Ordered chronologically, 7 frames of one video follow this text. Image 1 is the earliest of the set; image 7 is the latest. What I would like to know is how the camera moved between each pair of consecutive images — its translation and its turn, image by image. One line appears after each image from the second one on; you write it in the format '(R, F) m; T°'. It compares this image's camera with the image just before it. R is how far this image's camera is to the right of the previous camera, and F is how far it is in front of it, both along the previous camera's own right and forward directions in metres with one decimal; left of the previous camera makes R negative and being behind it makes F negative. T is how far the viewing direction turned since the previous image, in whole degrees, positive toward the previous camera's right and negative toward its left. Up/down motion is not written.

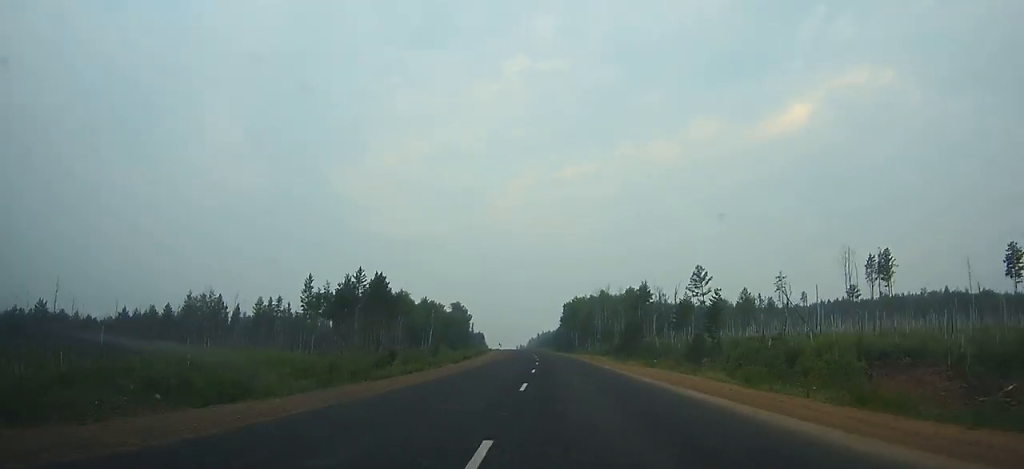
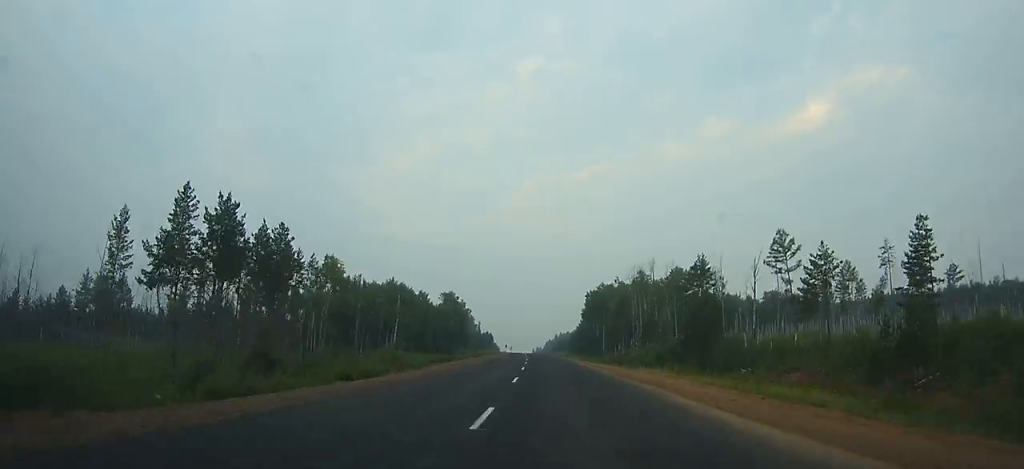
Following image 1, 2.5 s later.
(-0.9, +57.0) m; -2°
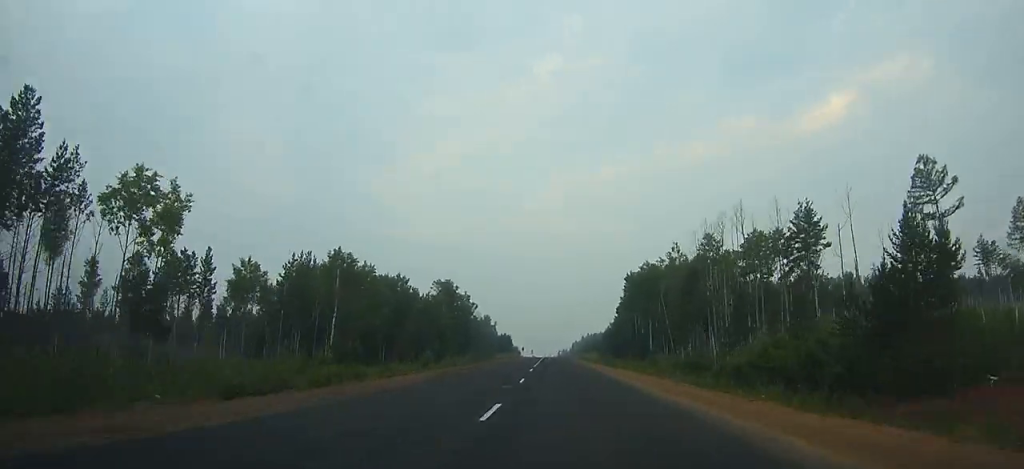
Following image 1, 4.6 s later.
(-0.6, +47.5) m; -1°
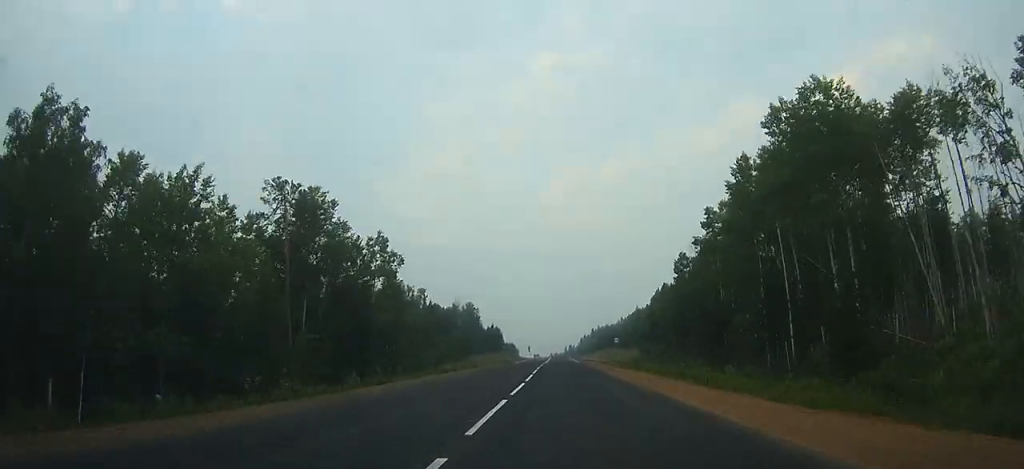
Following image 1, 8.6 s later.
(-1.5, +89.0) m; -1°
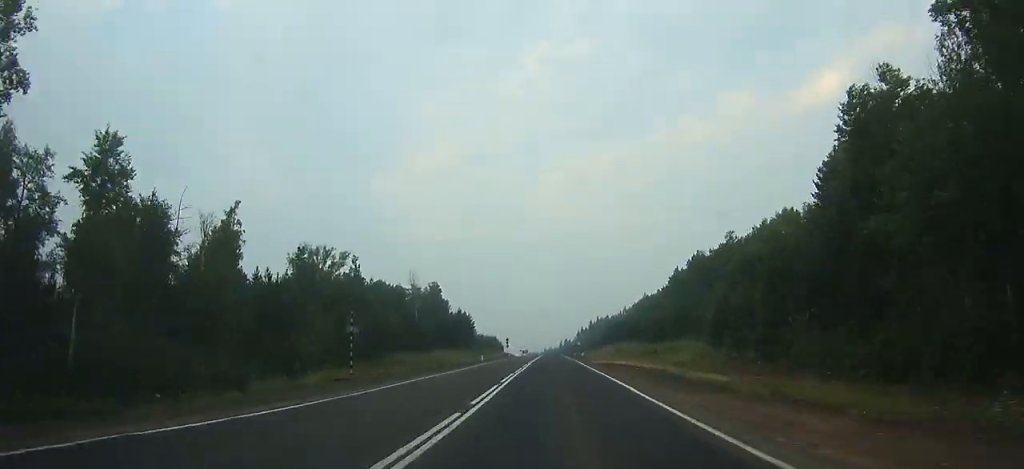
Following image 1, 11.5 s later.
(+0.2, +64.3) m; 0°
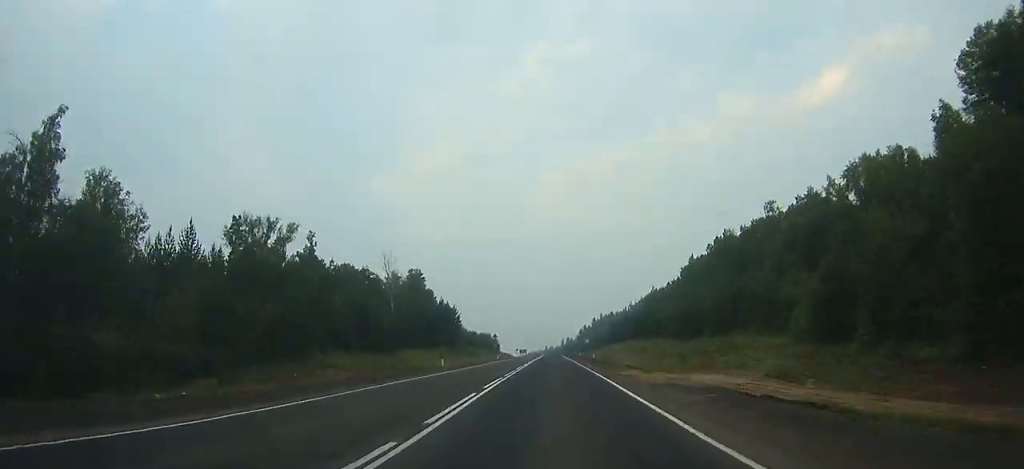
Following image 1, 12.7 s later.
(+0.1, +26.7) m; 0°
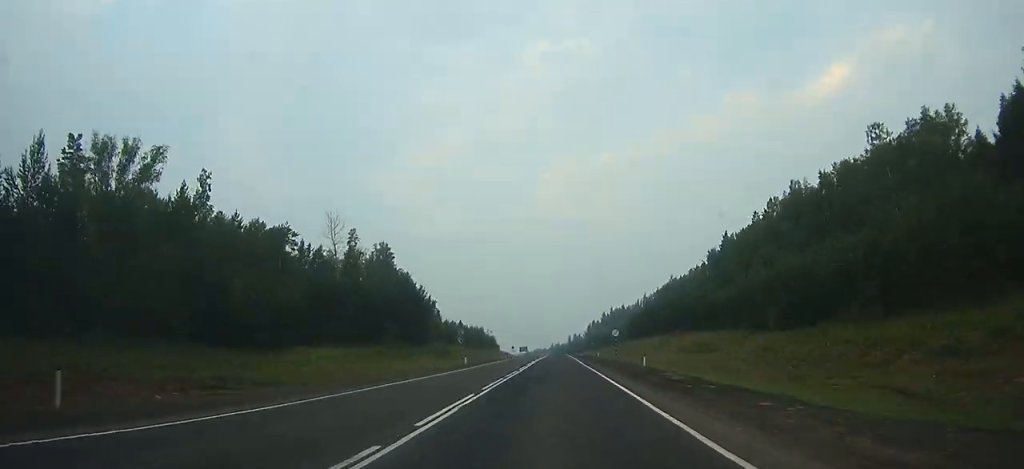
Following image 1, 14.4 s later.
(-0.2, +39.8) m; 0°
